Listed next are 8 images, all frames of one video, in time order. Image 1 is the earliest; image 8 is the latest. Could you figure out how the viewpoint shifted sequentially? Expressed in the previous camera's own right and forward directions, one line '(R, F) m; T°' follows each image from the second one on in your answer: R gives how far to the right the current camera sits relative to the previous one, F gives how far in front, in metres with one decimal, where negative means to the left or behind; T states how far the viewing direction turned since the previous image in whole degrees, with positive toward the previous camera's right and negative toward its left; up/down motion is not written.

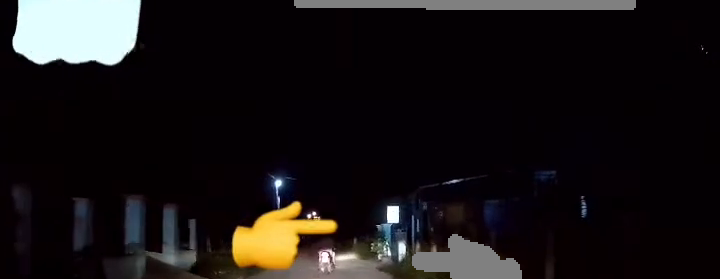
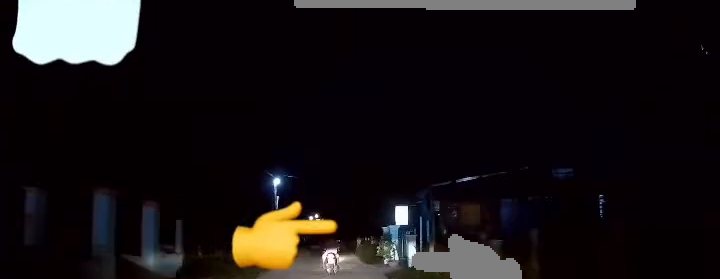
(0.0, +1.5) m; -1°
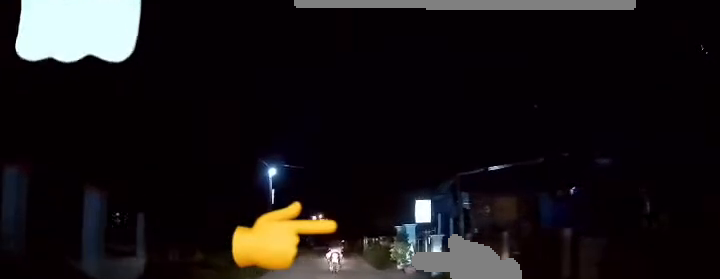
(-0.1, +3.2) m; 0°
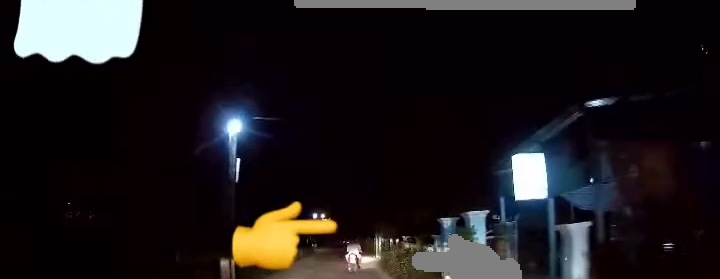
(+0.1, +7.1) m; 0°
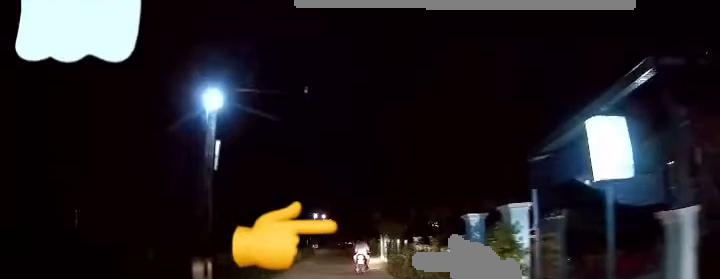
(0.0, +2.1) m; -1°
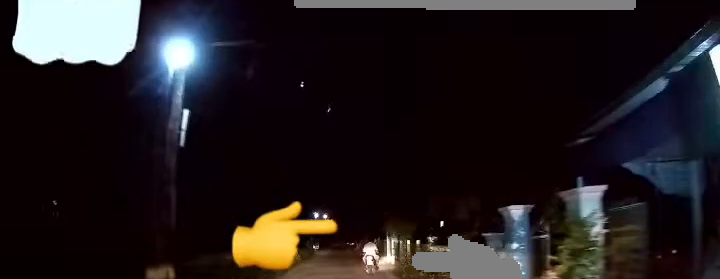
(-0.1, +2.2) m; 0°
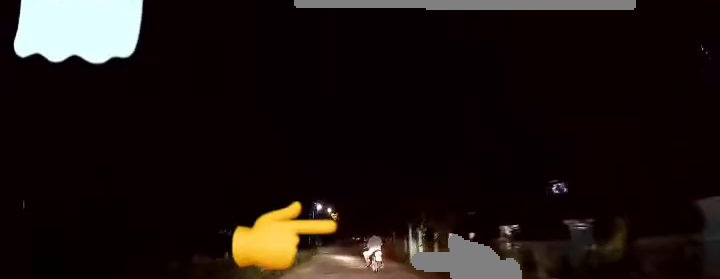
(+0.1, +5.5) m; +2°
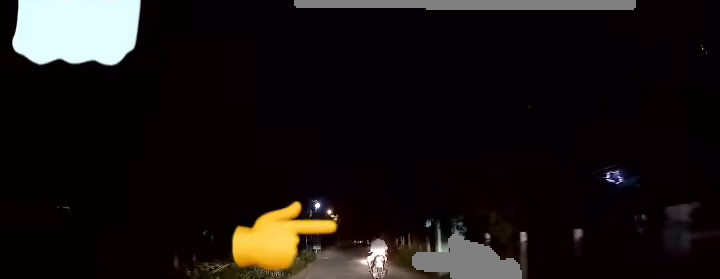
(0.0, +4.7) m; -1°
